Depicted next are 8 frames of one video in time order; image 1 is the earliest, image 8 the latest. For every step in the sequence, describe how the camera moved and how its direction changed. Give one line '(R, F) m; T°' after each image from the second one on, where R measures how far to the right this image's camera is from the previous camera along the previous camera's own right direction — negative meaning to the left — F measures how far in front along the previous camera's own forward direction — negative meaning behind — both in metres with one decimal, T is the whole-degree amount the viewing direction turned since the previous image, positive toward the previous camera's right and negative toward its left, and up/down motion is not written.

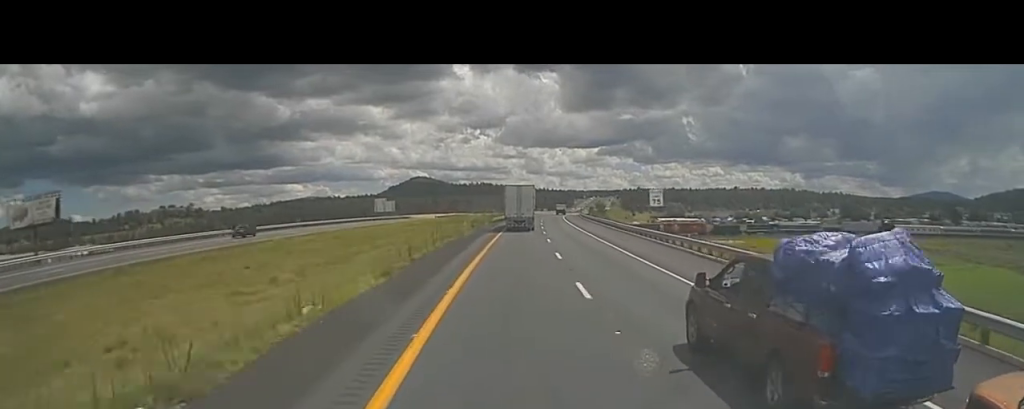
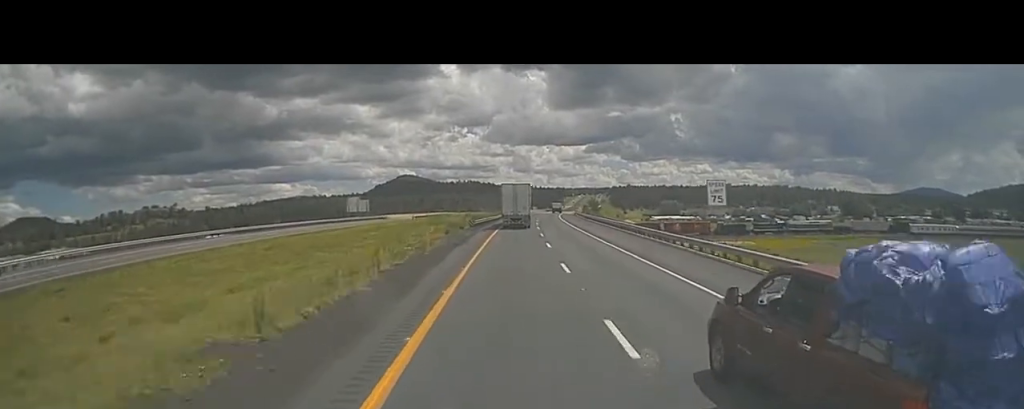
(0.0, +18.7) m; +1°
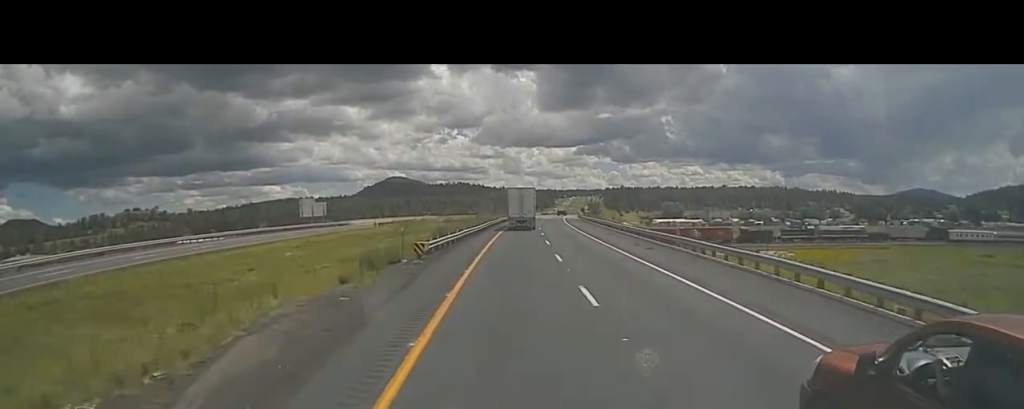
(+0.6, +30.4) m; +2°
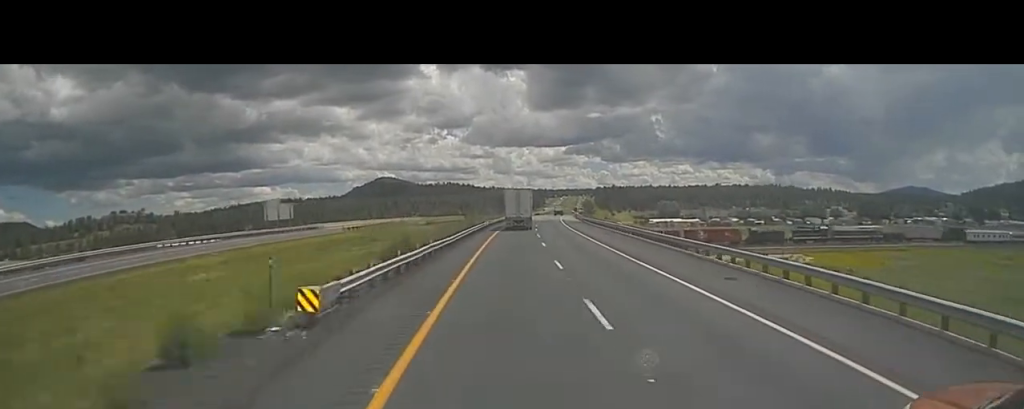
(+0.1, +14.4) m; 0°
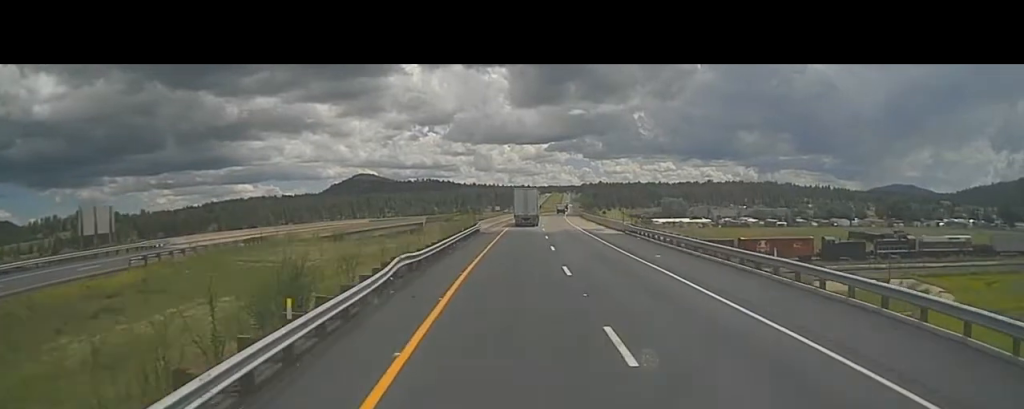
(+0.6, +52.4) m; +2°
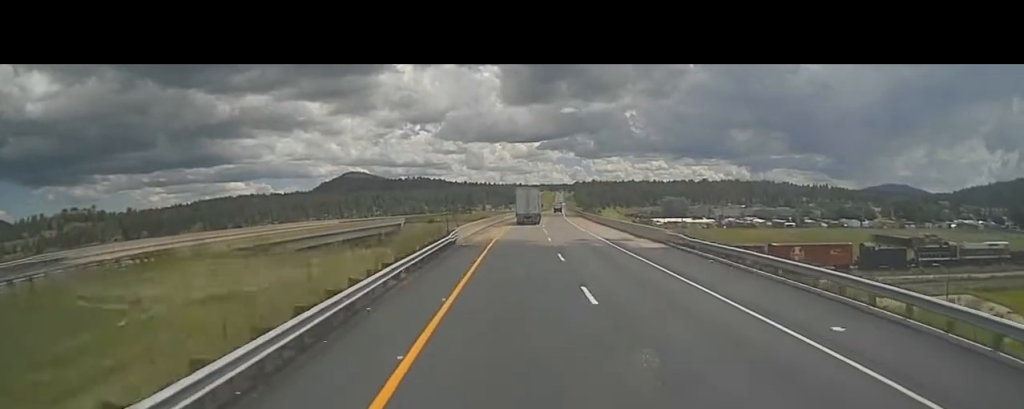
(+0.3, +18.6) m; +1°
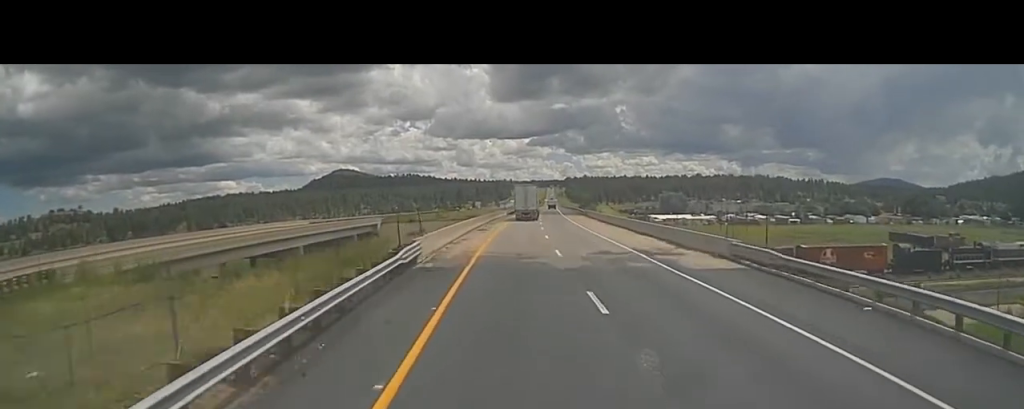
(+0.1, +14.4) m; 0°
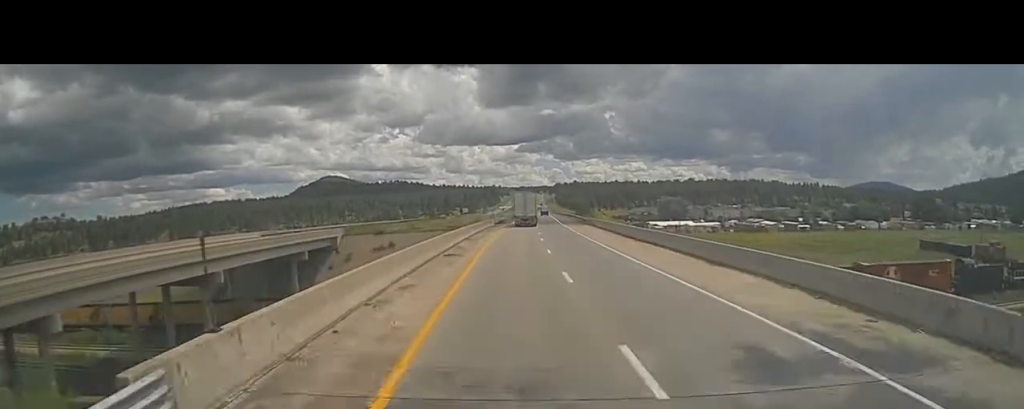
(0.0, +18.6) m; 0°
